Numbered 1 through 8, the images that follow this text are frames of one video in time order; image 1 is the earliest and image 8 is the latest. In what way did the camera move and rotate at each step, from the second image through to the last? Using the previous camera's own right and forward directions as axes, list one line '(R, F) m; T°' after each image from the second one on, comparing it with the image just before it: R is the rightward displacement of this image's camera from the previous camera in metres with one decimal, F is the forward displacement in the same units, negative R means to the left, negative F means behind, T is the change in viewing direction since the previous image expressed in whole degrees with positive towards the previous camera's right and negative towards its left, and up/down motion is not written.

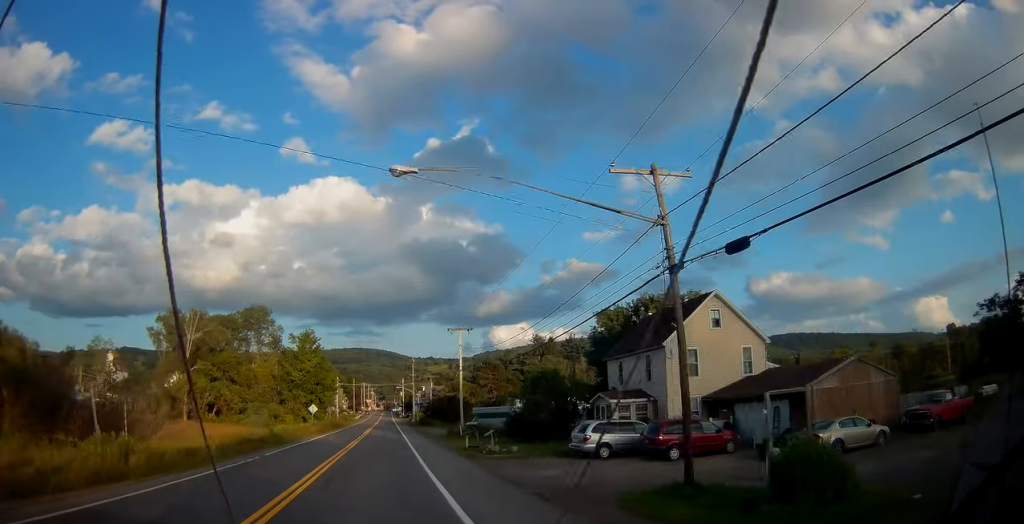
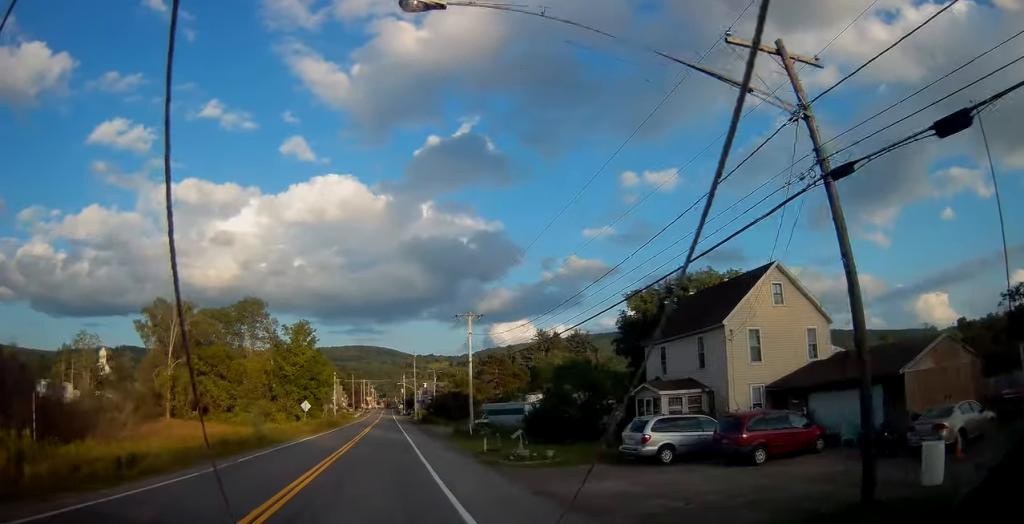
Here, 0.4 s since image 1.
(0.0, +5.9) m; 0°
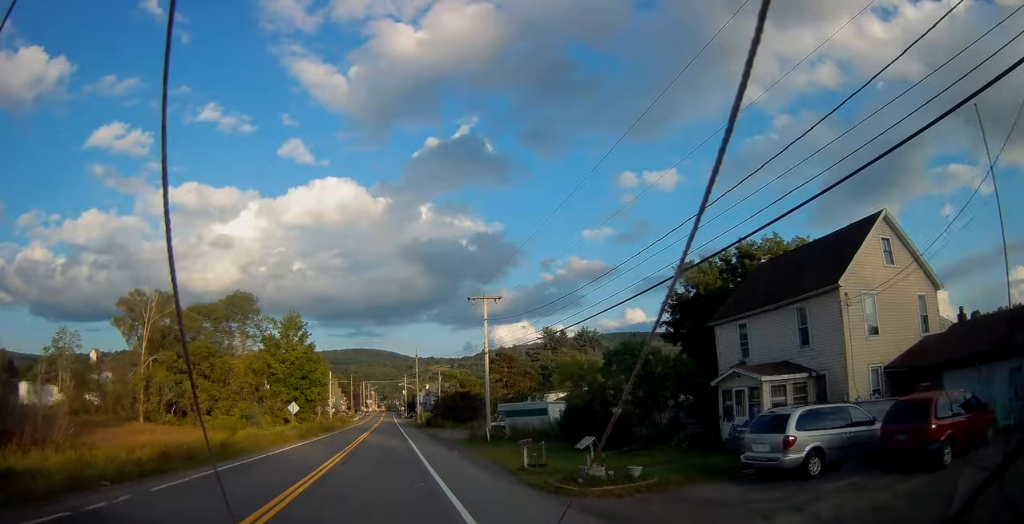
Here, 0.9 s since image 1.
(0.0, +7.8) m; 0°
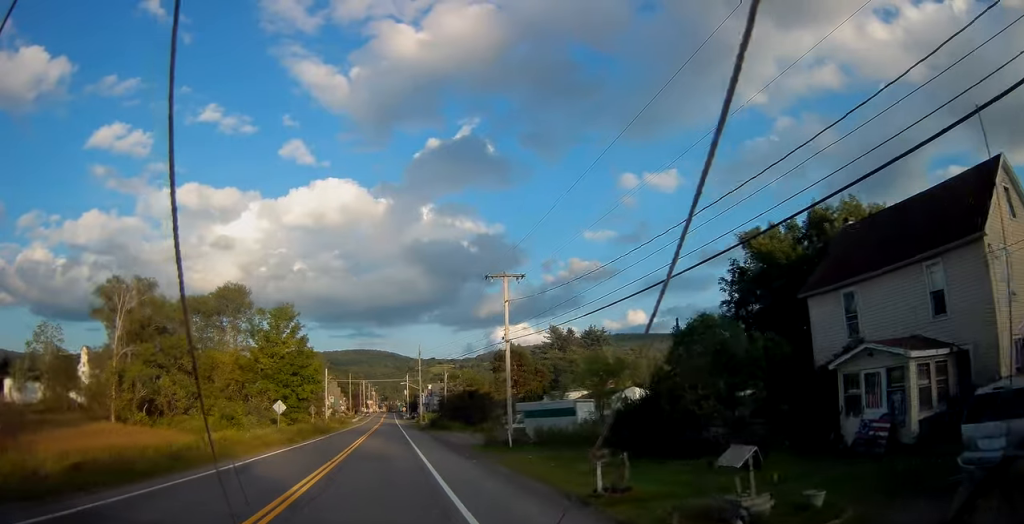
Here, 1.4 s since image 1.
(0.0, +6.8) m; 0°
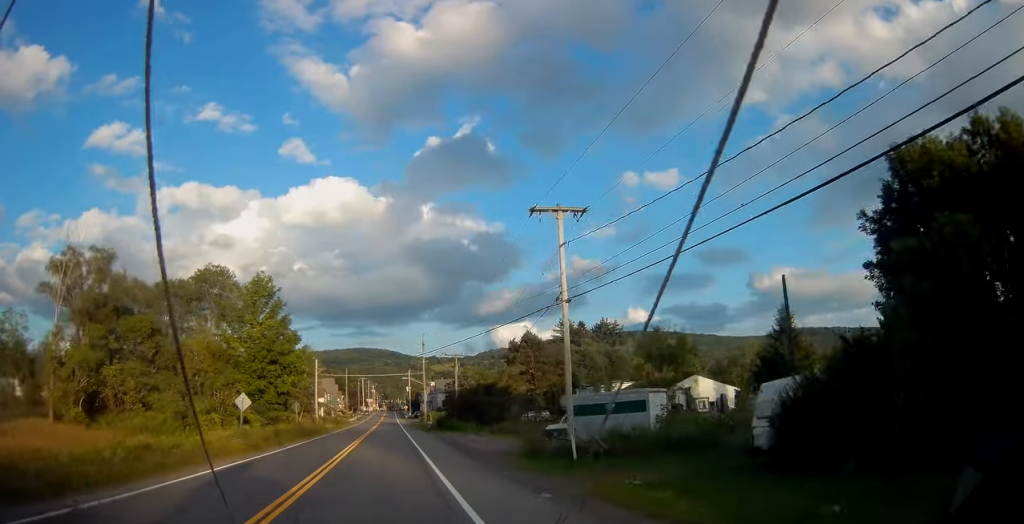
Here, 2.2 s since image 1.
(+0.1, +11.2) m; 0°
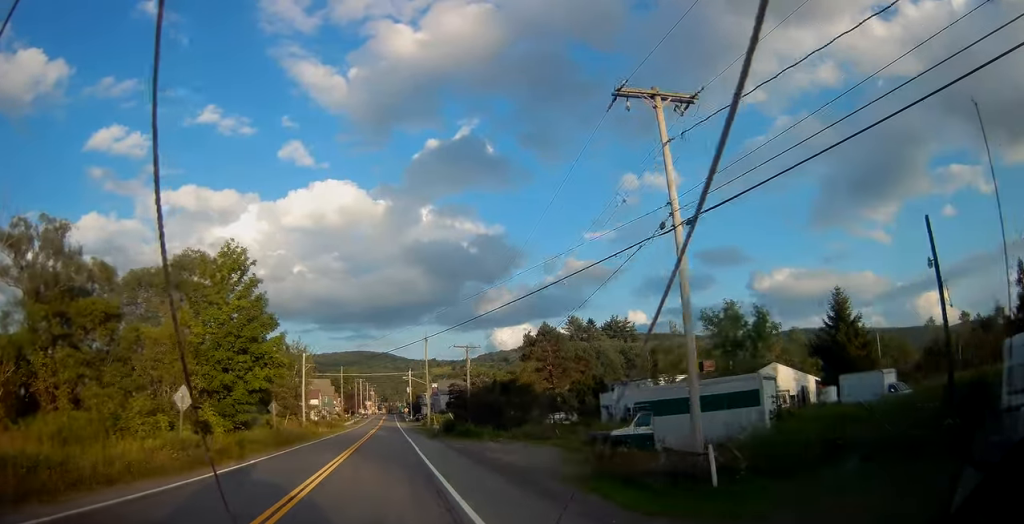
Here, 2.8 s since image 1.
(0.0, +9.7) m; 0°
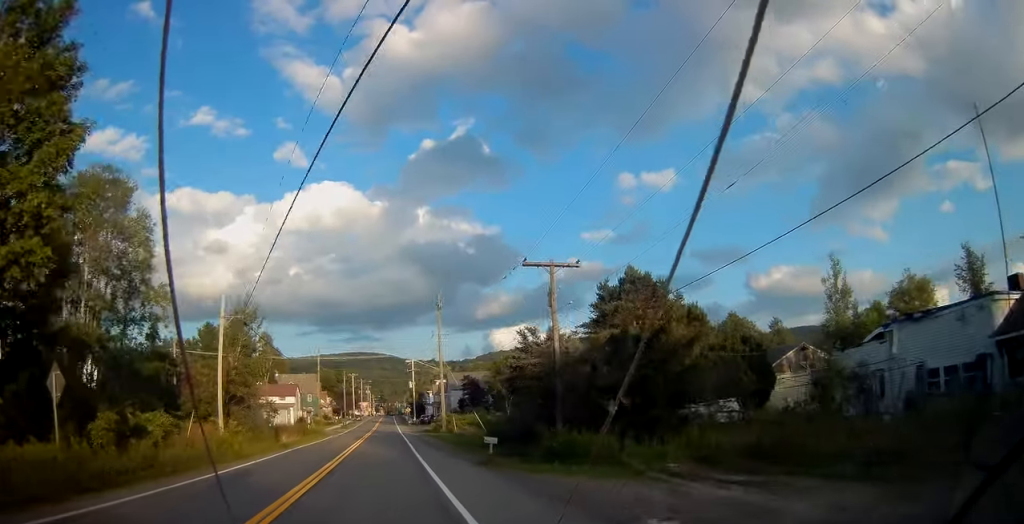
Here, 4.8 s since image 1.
(+0.2, +28.3) m; +1°
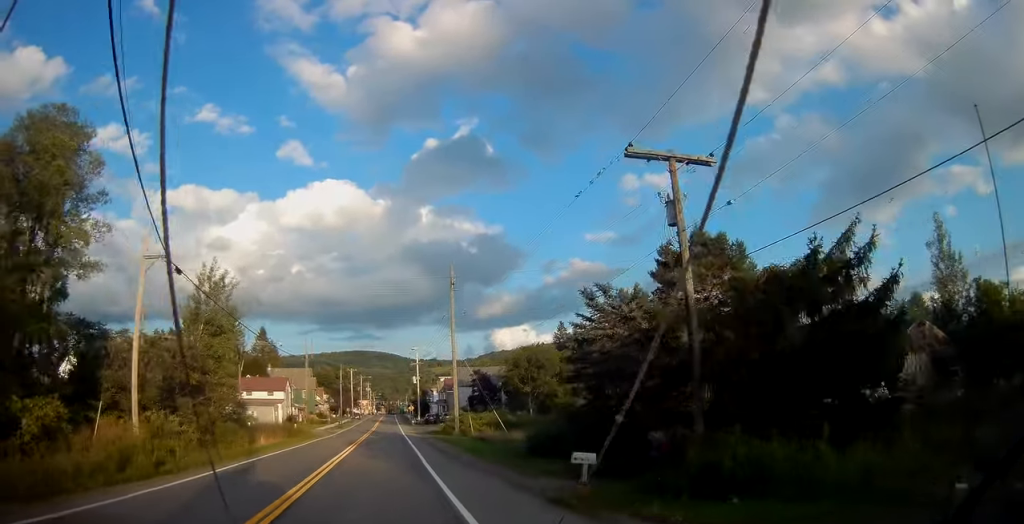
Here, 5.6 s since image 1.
(0.0, +10.9) m; 0°
